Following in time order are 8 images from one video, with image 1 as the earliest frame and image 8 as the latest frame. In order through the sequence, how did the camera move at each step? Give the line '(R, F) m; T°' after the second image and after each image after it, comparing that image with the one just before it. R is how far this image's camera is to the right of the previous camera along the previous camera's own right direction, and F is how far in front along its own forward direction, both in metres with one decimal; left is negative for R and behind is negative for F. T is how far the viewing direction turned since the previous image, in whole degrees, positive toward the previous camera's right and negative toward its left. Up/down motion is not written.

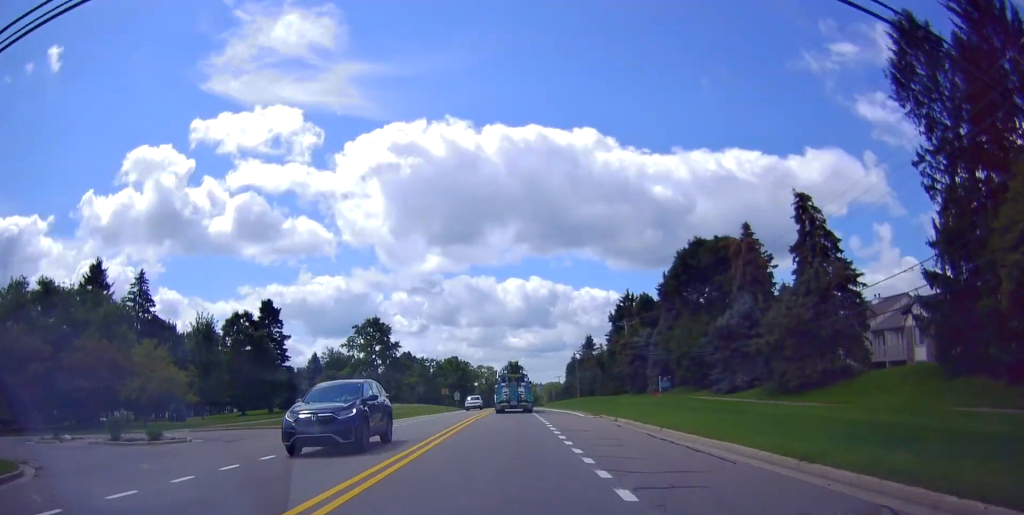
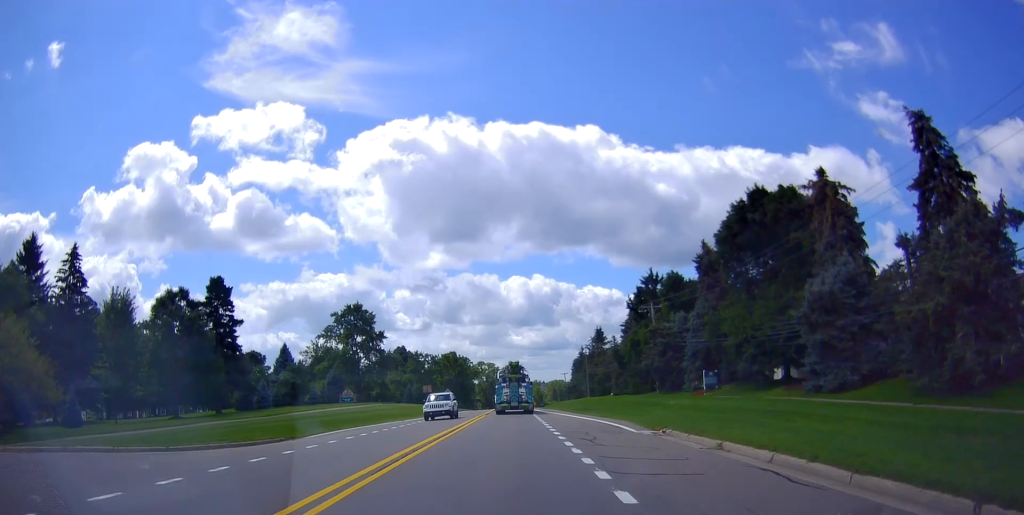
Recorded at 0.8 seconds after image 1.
(0.0, +14.5) m; 0°
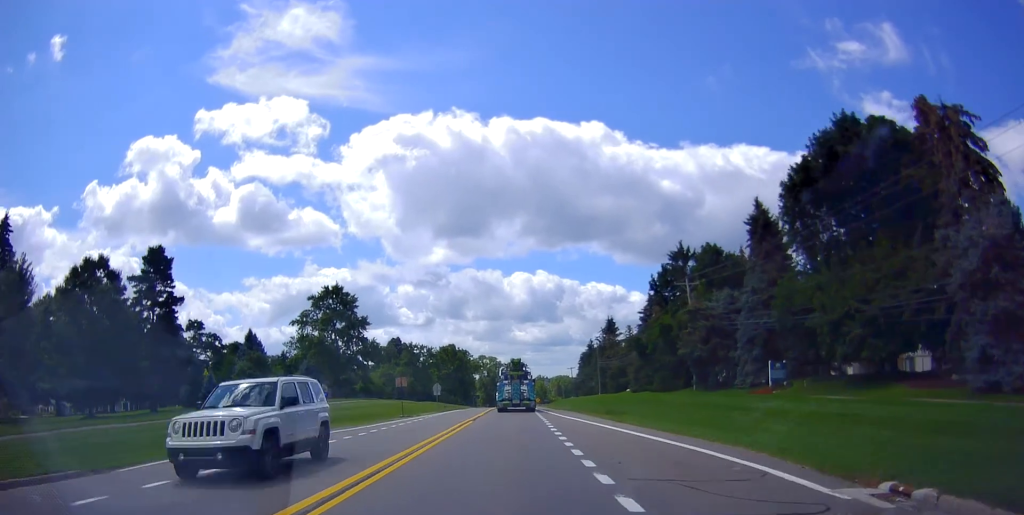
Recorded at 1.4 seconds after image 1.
(-0.2, +12.8) m; 0°
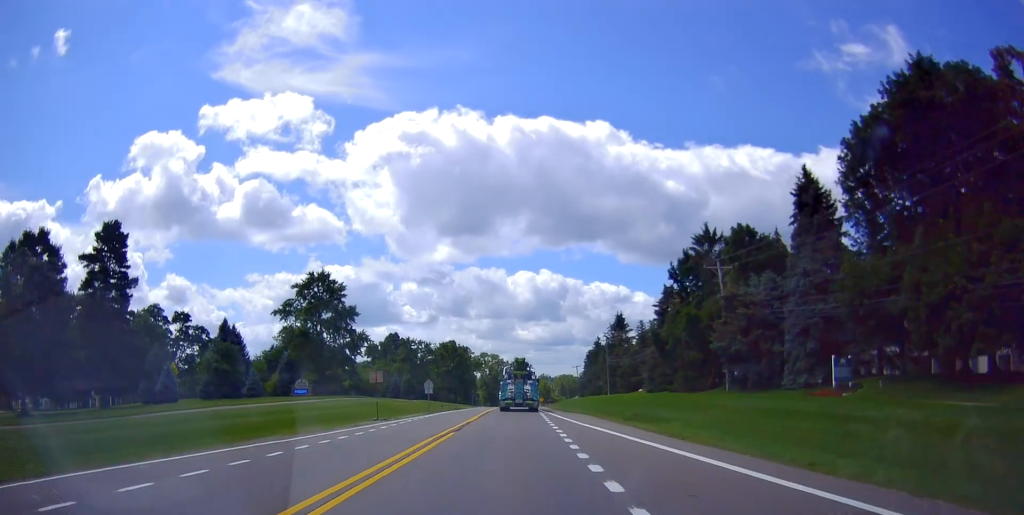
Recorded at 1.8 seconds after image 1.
(+0.2, +7.7) m; -1°
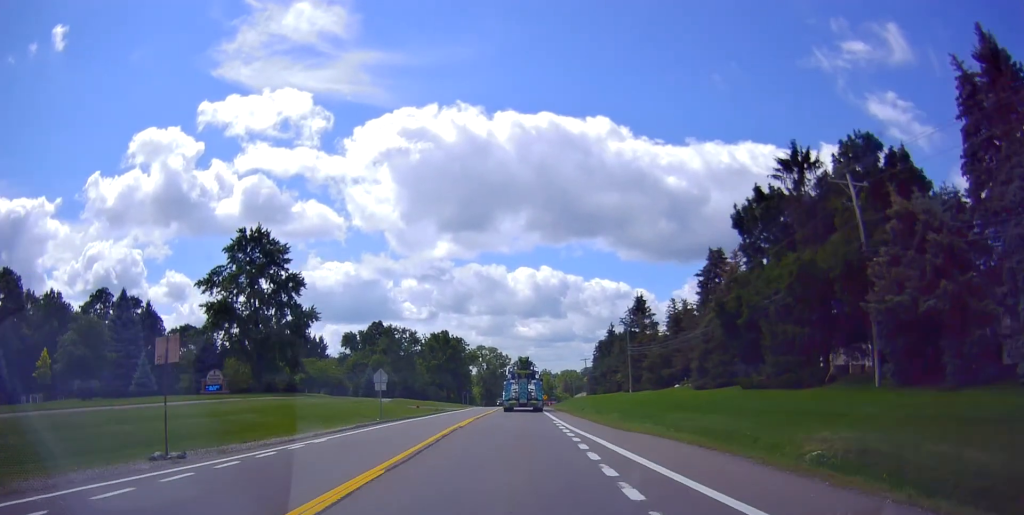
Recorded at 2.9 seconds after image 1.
(-0.3, +19.9) m; -1°
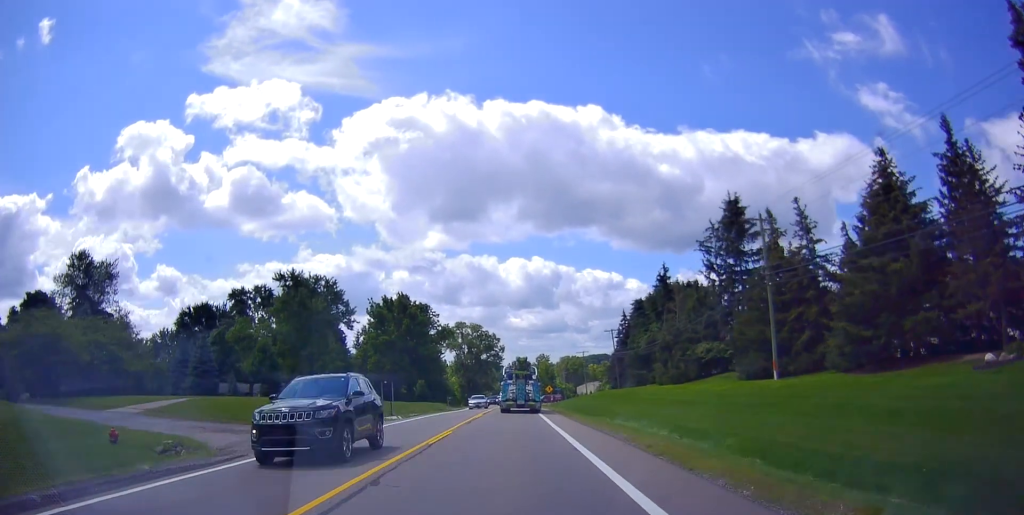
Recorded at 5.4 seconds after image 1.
(+1.2, +49.7) m; +3°
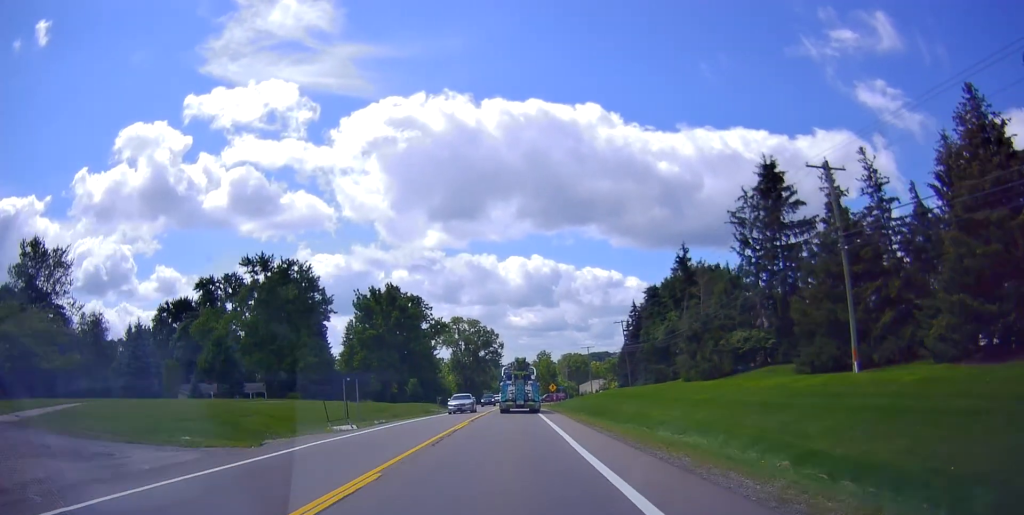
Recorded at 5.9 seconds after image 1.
(0.0, +9.1) m; -1°
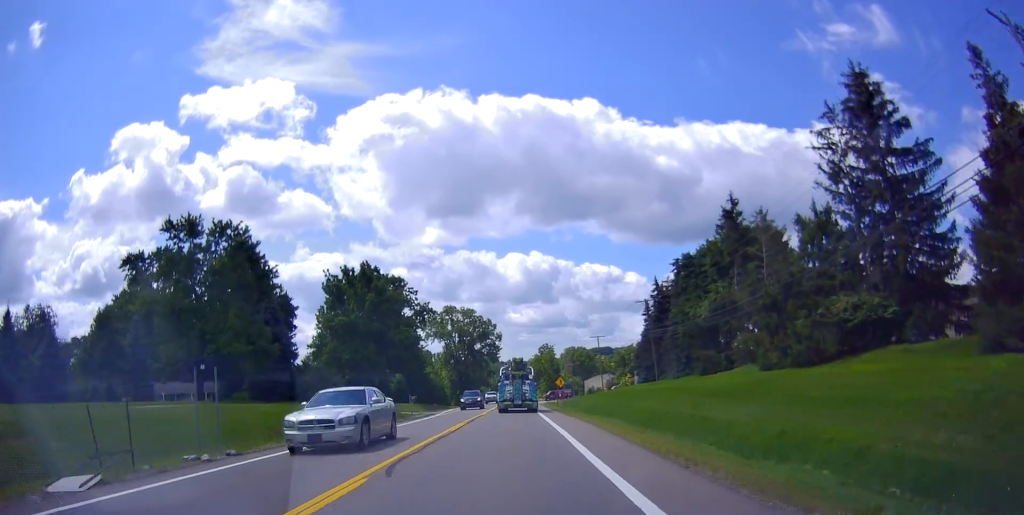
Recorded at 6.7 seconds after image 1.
(-0.3, +15.7) m; -1°
